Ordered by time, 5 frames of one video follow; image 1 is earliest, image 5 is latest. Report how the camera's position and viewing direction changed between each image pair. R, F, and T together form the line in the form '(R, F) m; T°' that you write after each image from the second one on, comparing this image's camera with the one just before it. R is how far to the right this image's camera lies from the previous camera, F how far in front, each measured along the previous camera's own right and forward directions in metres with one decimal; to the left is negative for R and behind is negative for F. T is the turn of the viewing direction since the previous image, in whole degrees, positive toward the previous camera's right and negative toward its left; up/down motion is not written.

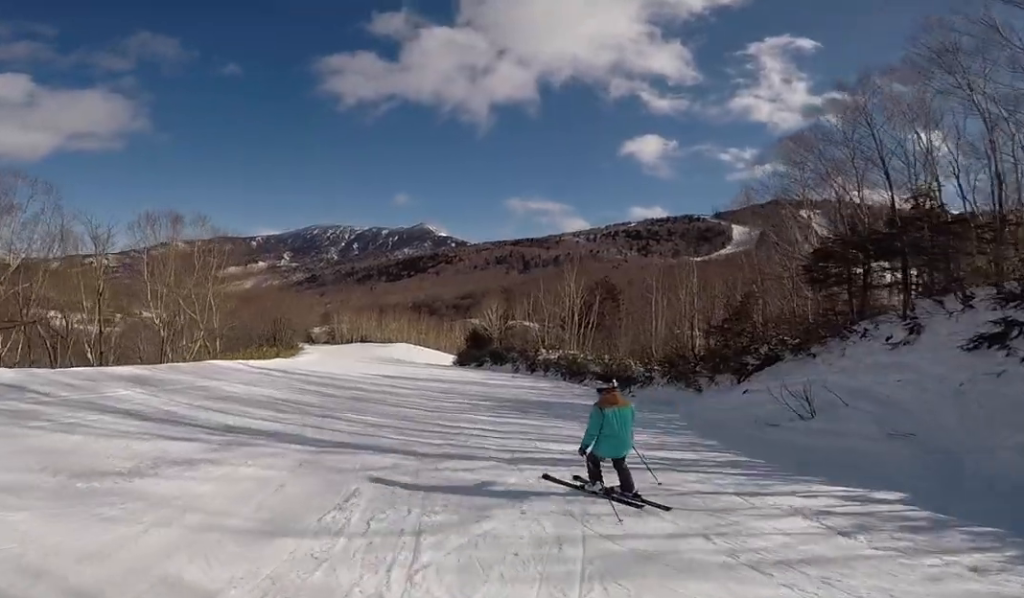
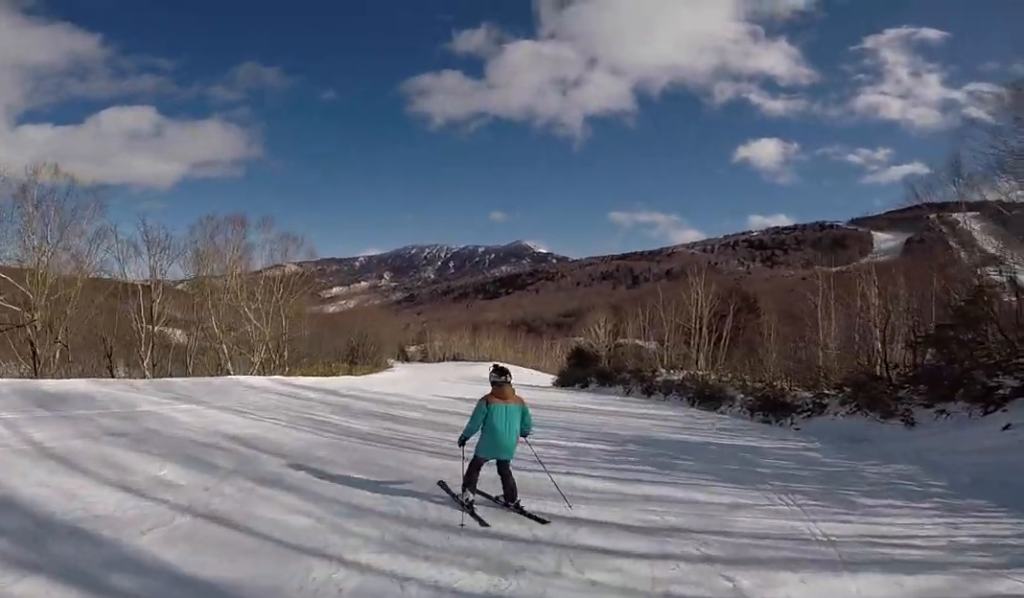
(-0.2, +5.5) m; -2°
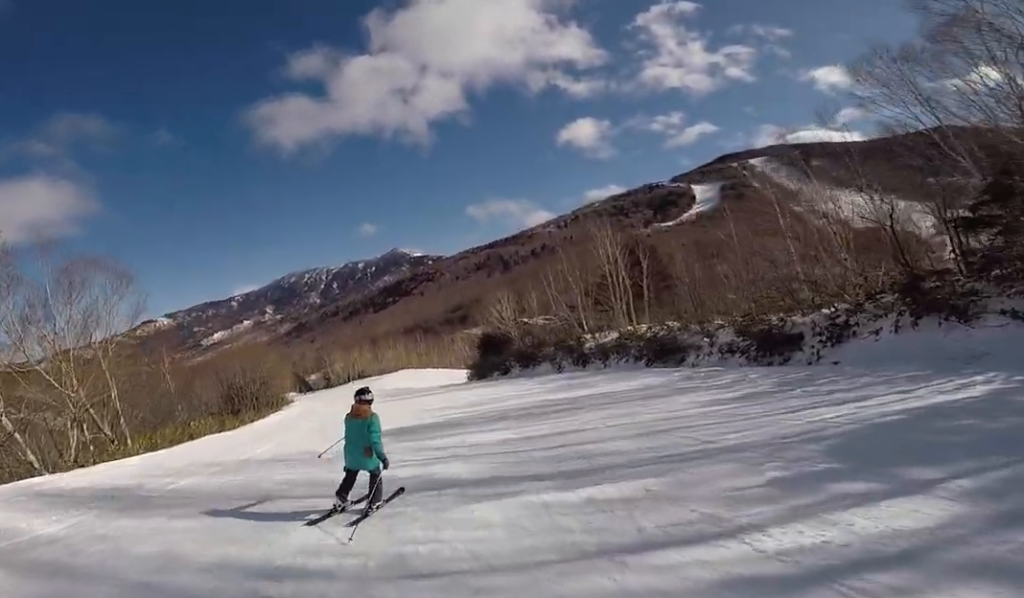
(0.0, +8.0) m; +1°
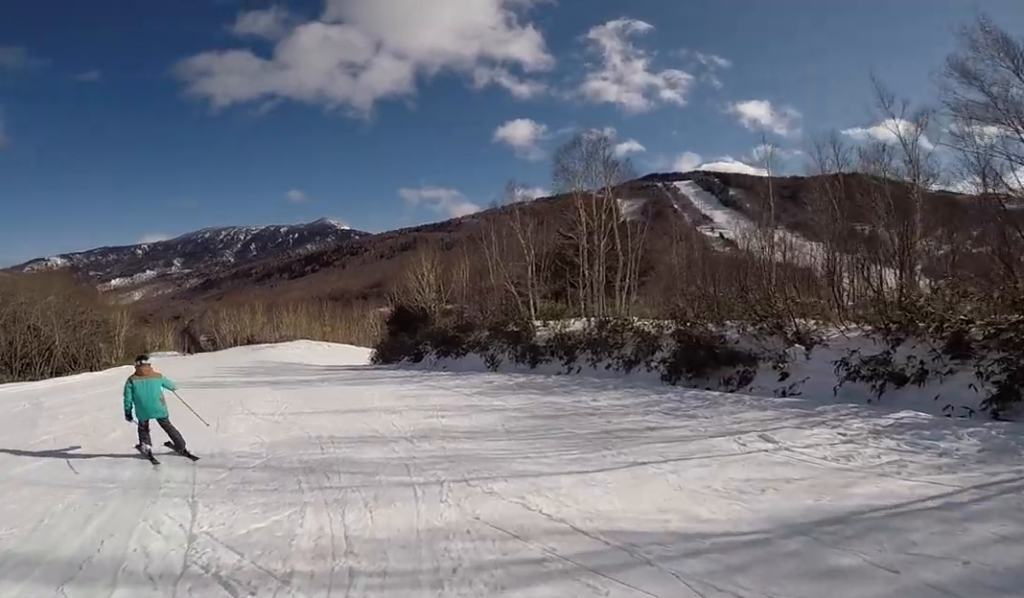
(+2.5, +13.9) m; +11°
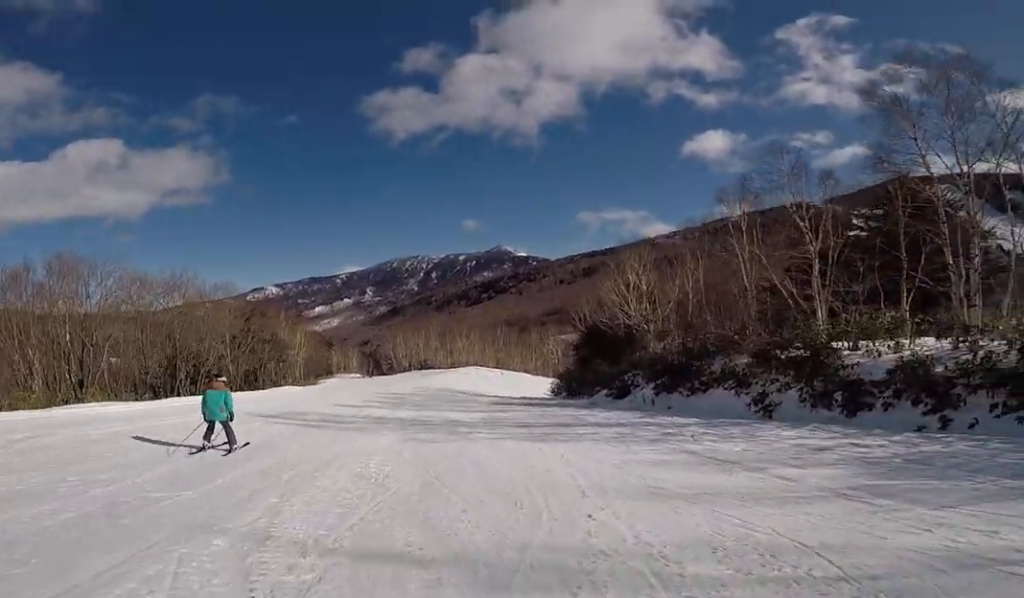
(-2.5, +7.6) m; -26°
